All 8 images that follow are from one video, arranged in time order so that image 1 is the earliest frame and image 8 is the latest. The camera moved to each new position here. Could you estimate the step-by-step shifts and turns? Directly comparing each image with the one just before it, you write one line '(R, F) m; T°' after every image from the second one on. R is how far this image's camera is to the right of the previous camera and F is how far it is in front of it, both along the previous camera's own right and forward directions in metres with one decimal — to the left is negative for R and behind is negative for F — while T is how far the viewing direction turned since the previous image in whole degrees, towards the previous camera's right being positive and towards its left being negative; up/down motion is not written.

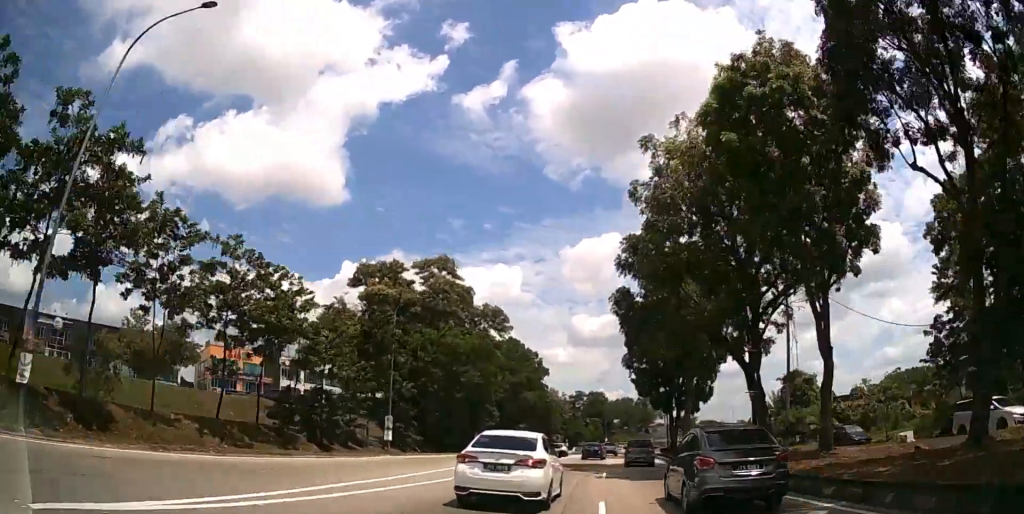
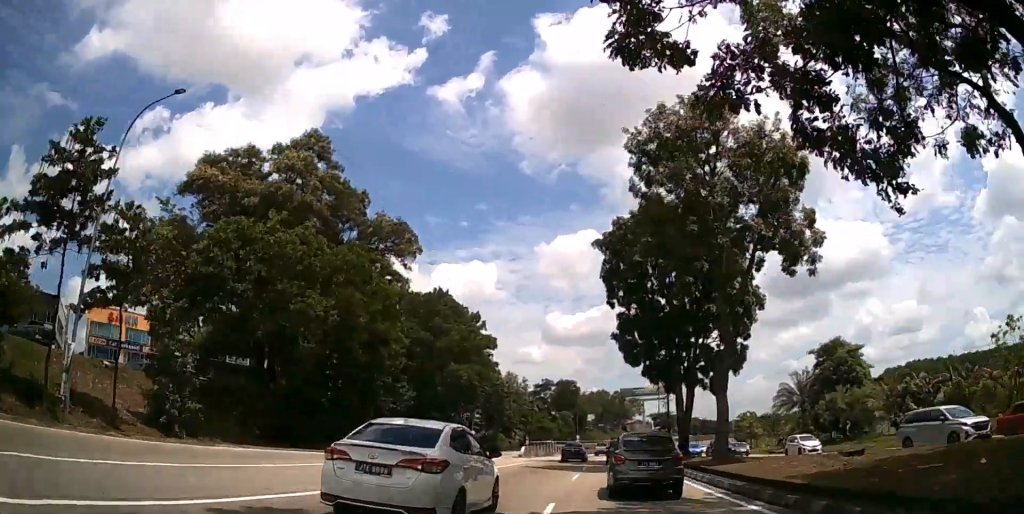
(+0.9, +27.2) m; +3°
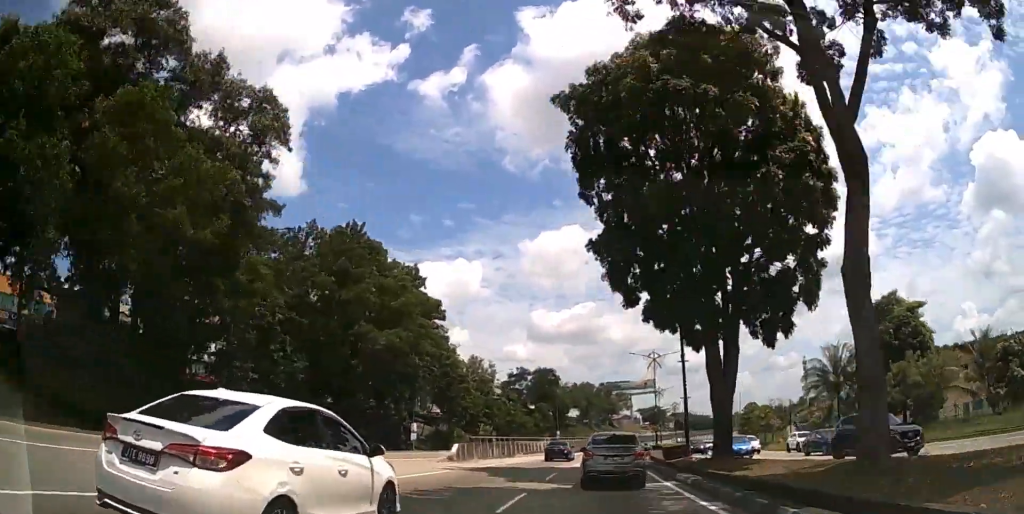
(+0.1, +19.0) m; +1°
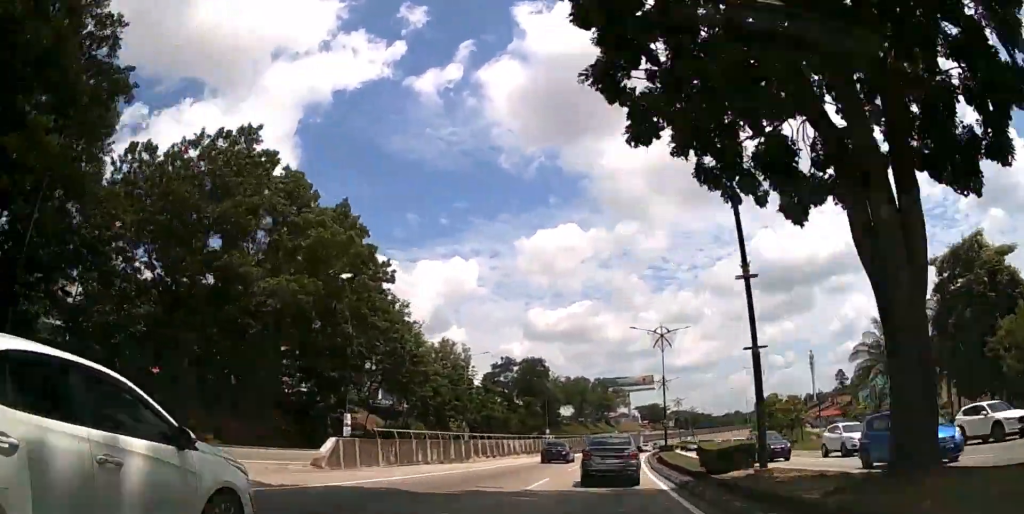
(+0.1, +15.0) m; +1°
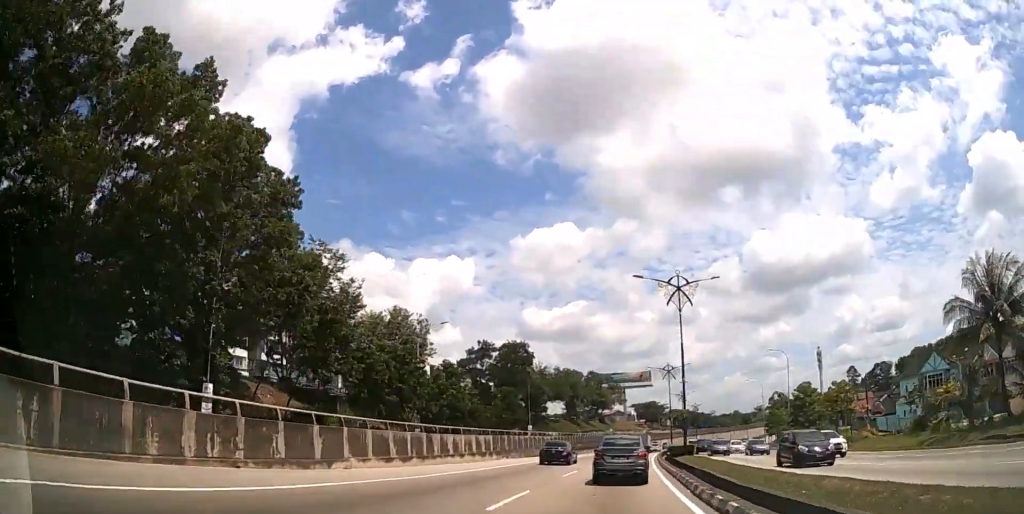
(+0.1, +17.3) m; +1°
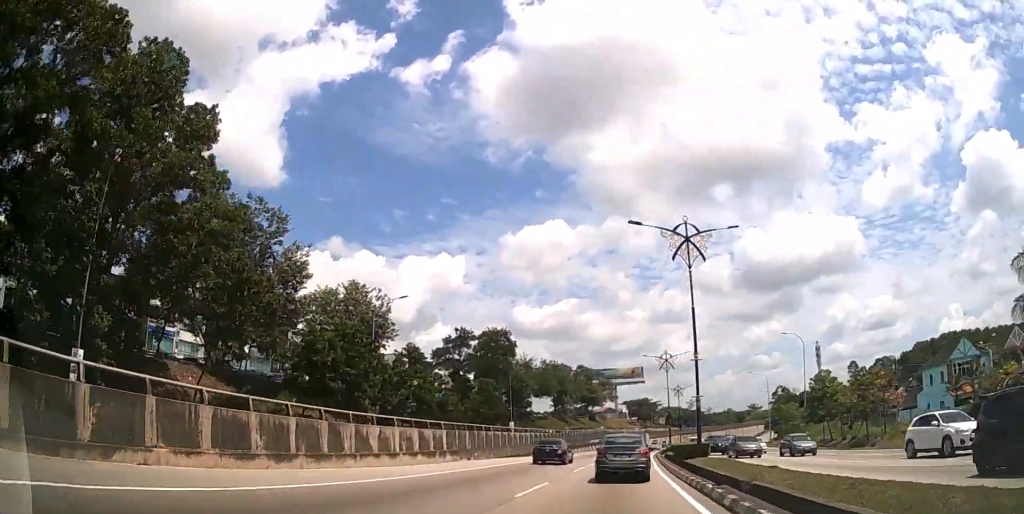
(0.0, +9.0) m; 0°
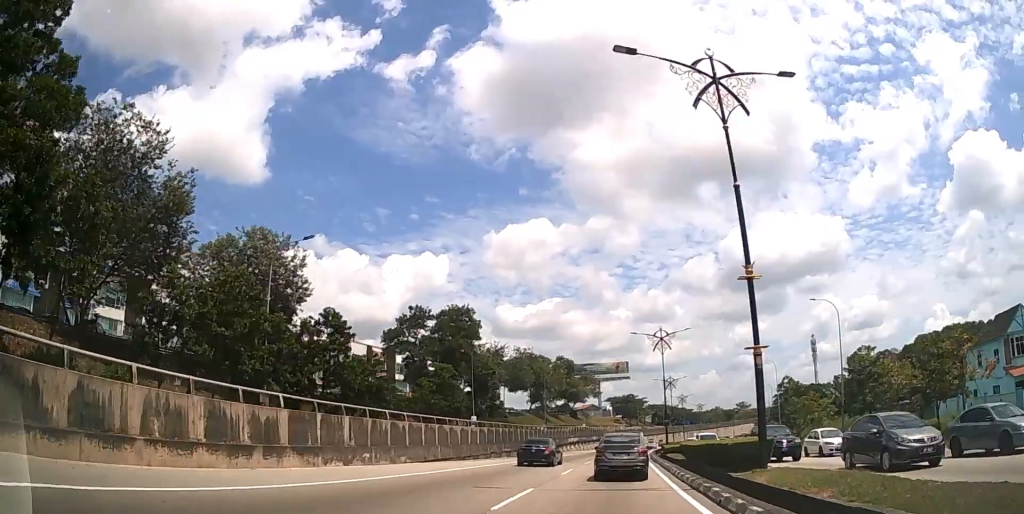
(+0.1, +14.7) m; +1°
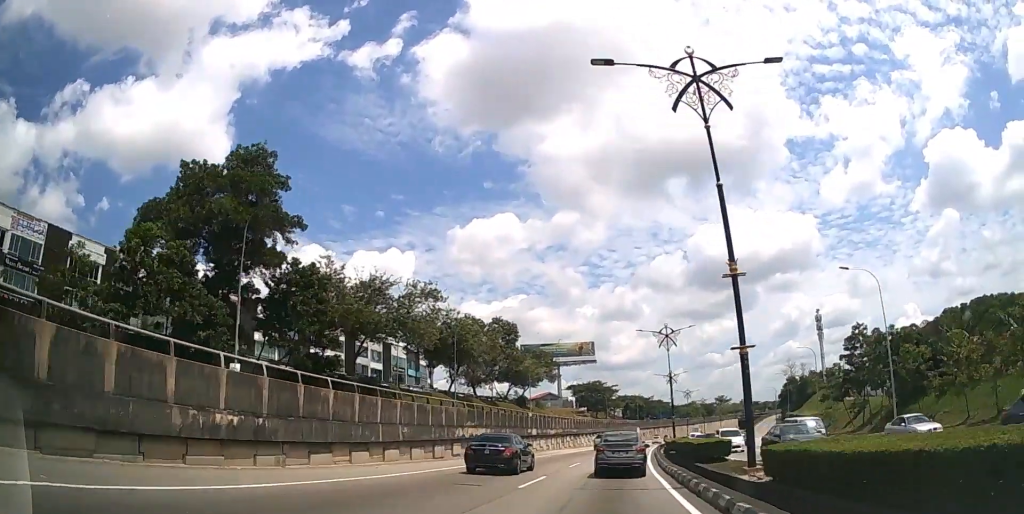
(+1.9, +43.3) m; +5°
